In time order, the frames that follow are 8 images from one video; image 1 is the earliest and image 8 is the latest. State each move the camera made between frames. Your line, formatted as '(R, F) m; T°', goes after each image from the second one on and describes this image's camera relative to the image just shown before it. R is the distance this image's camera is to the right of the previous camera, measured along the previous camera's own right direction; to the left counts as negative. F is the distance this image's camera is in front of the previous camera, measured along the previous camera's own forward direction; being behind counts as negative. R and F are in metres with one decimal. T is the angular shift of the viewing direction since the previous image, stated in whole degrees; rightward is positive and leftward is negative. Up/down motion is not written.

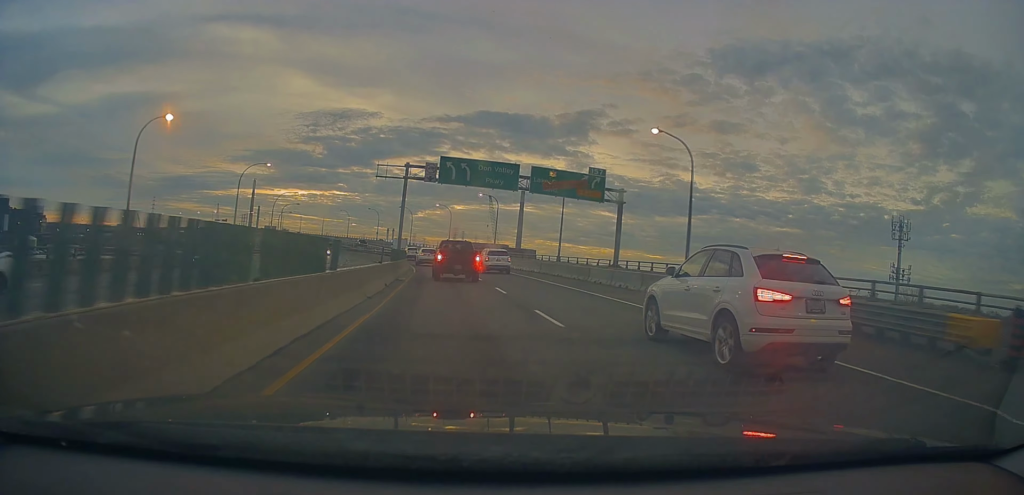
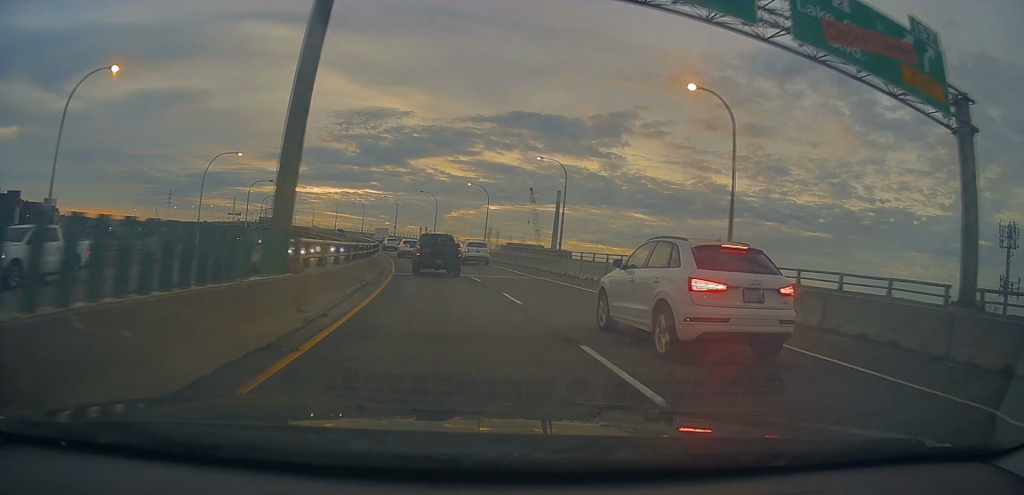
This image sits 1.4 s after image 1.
(-0.8, +33.0) m; -3°
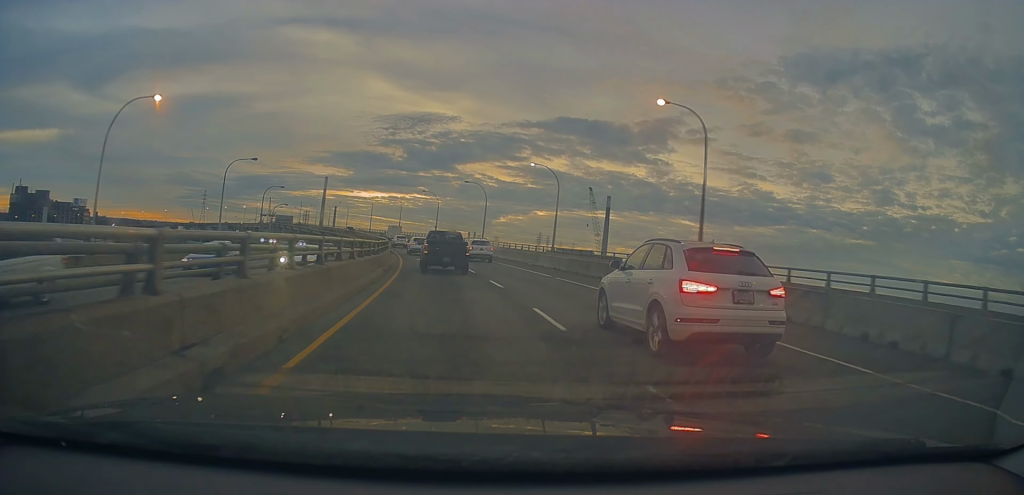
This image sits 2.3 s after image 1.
(-0.5, +22.7) m; -4°
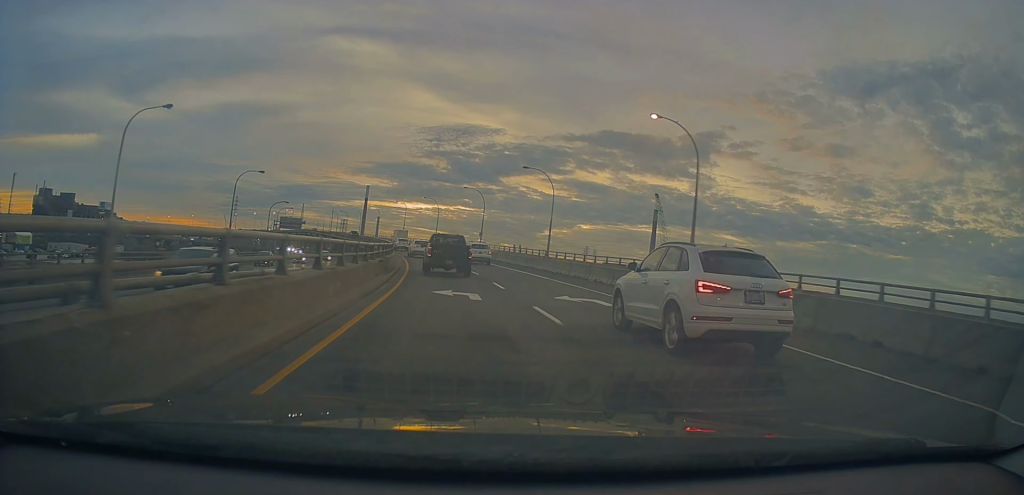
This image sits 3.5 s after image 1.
(-1.6, +25.7) m; -6°
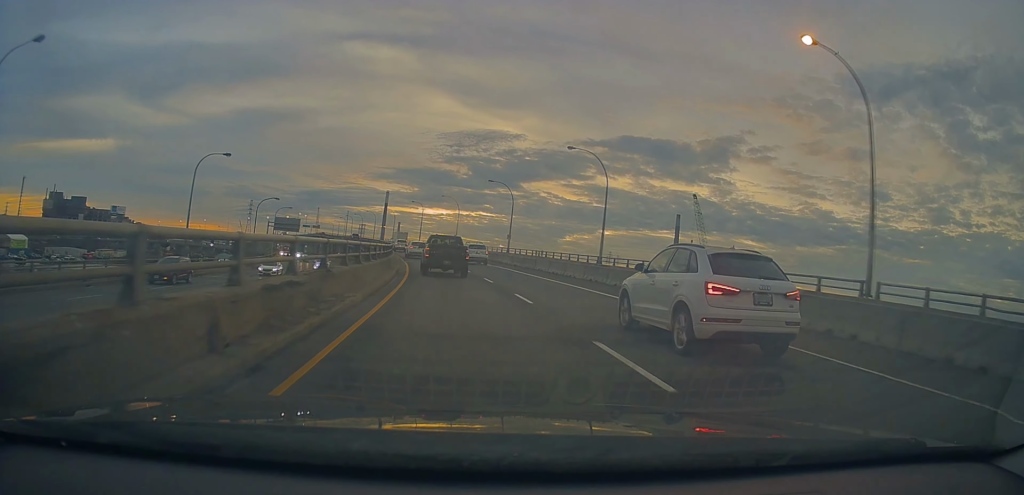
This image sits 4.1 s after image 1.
(0.0, +14.3) m; -3°
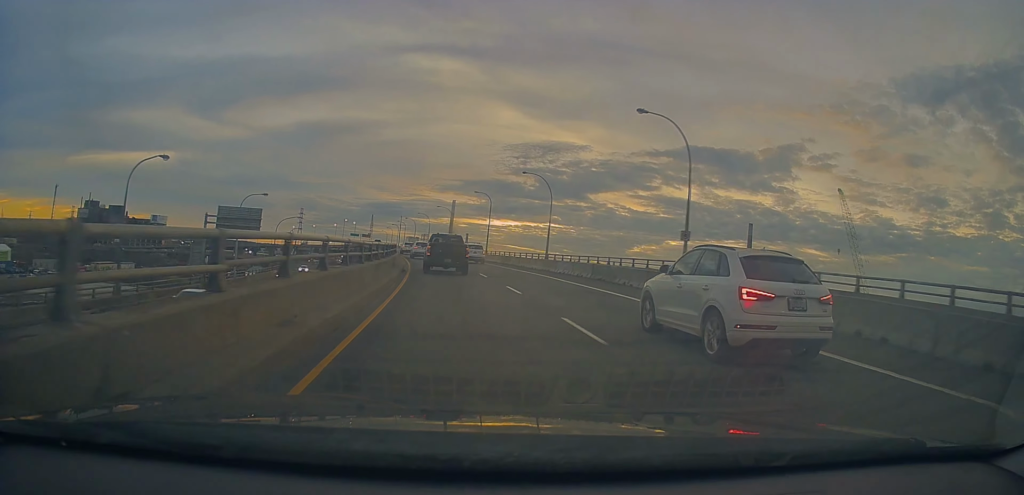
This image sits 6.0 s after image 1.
(-2.2, +42.6) m; -7°
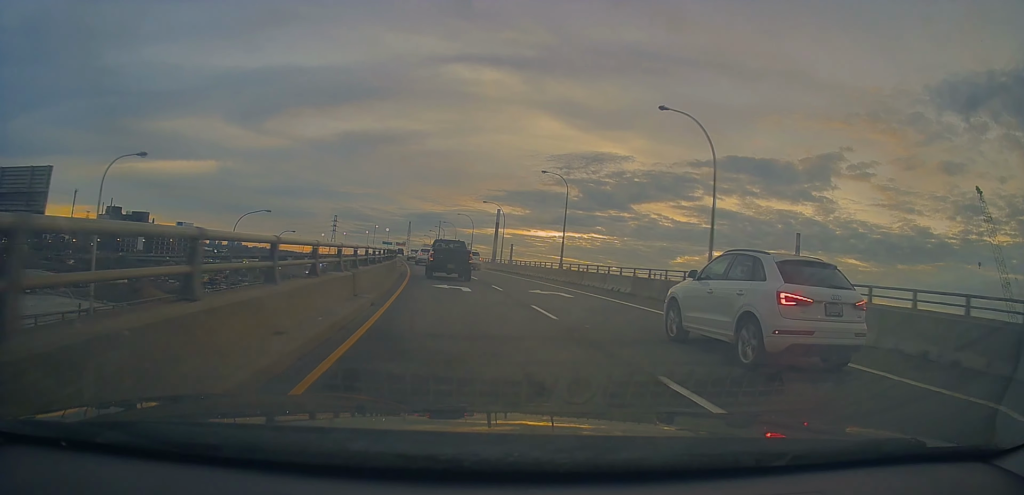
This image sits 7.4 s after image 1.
(-2.5, +32.5) m; -6°
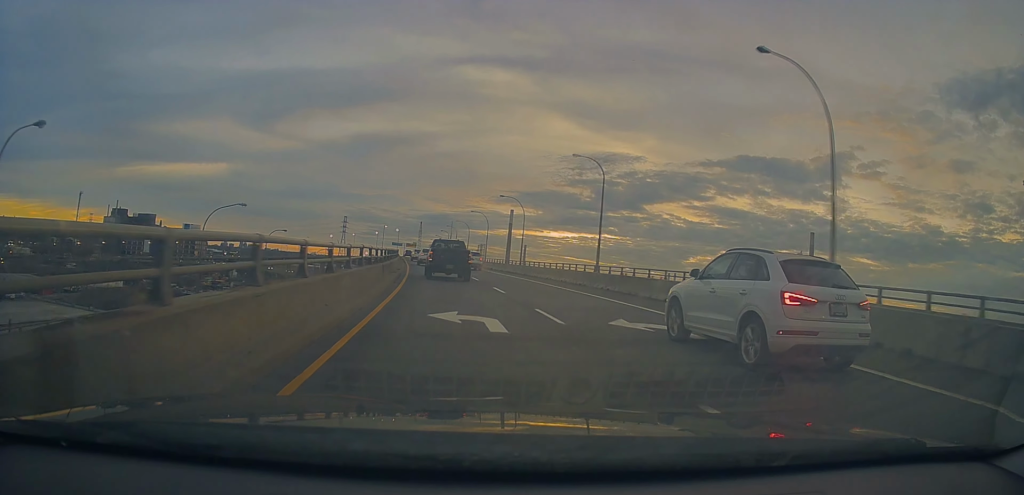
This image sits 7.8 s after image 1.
(-0.1, +10.2) m; -1°
